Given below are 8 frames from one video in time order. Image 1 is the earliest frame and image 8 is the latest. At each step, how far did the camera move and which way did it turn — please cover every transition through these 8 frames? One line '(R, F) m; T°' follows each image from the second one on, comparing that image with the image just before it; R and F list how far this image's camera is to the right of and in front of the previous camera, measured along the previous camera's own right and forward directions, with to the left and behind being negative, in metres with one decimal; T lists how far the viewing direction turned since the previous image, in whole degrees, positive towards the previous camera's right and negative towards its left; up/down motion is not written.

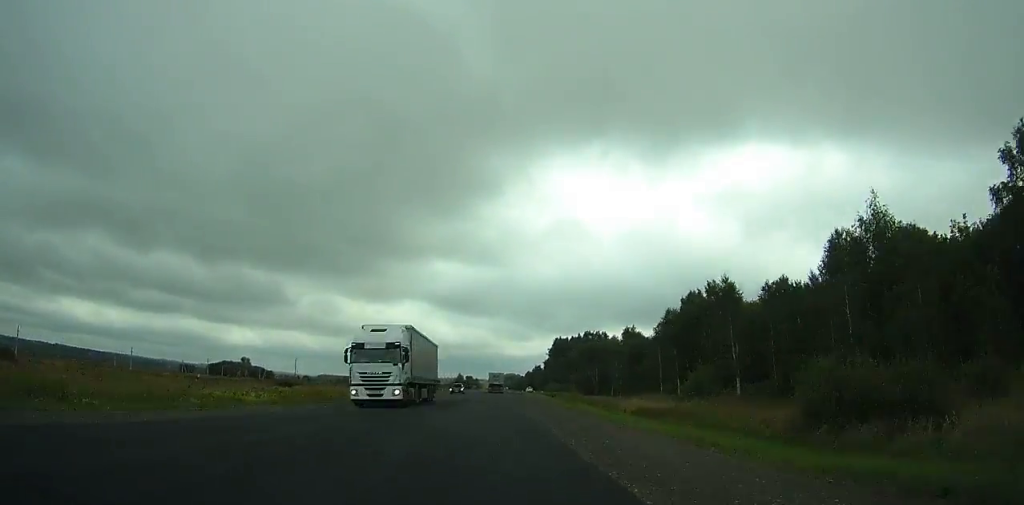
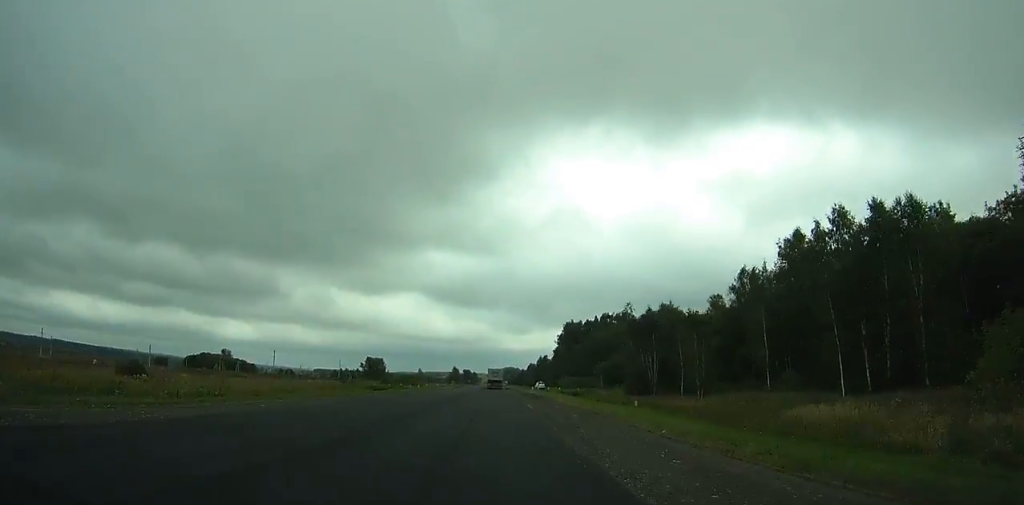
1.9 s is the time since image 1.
(0.0, +44.7) m; 0°
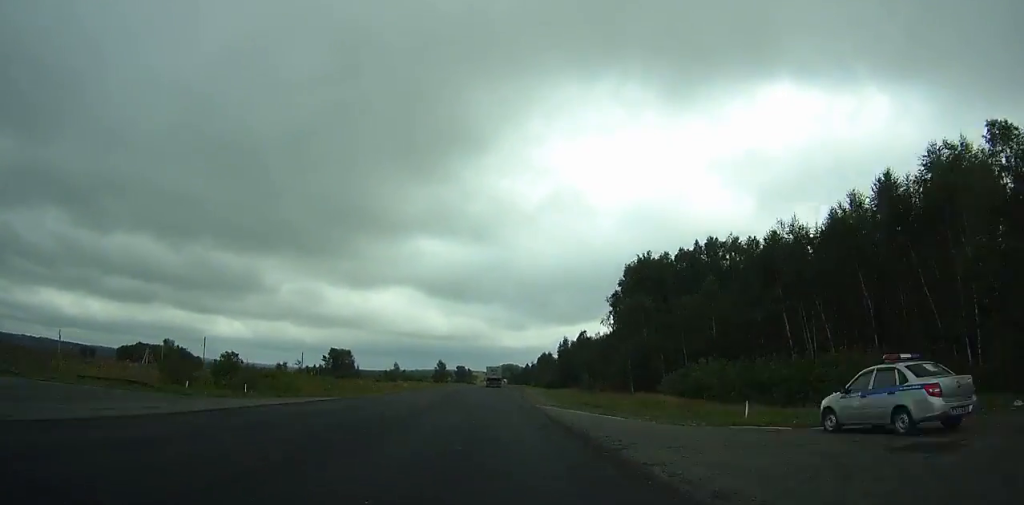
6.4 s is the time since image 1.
(-0.1, +105.1) m; 0°
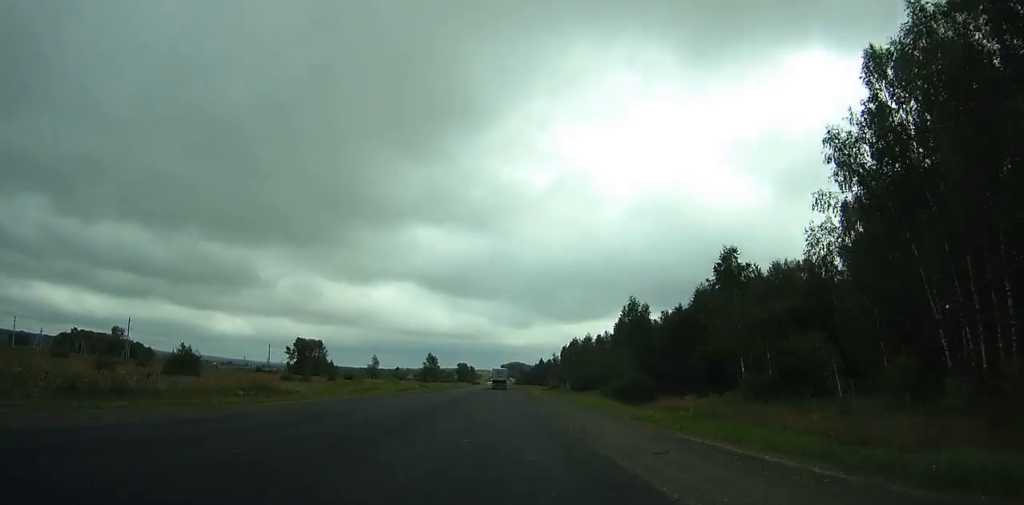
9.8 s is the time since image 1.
(0.0, +79.7) m; 0°
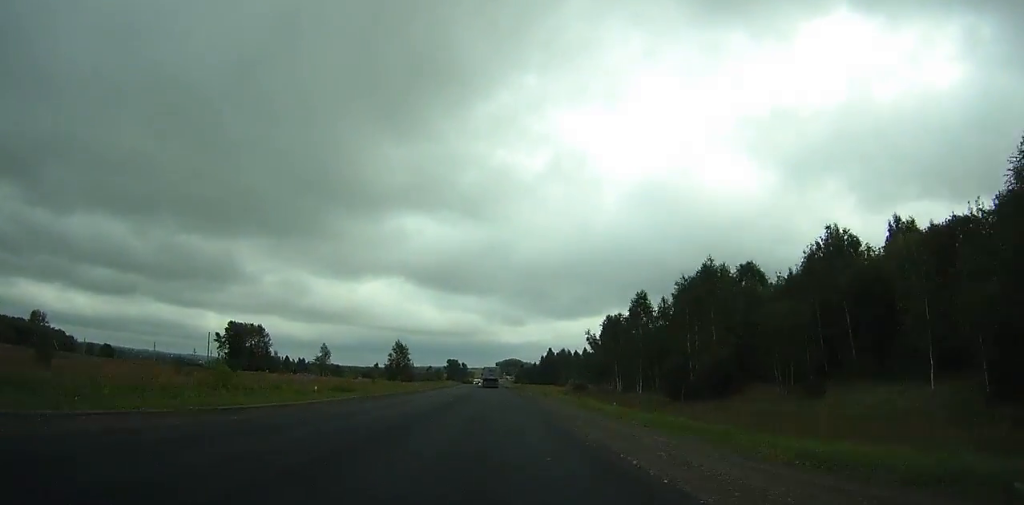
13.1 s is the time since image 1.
(+0.1, +77.6) m; 0°
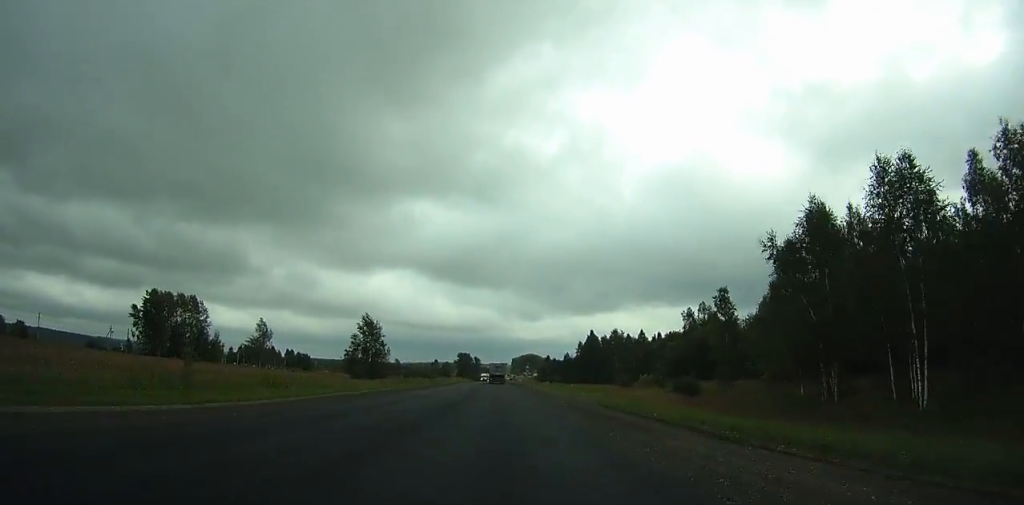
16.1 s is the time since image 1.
(-0.1, +70.2) m; -1°
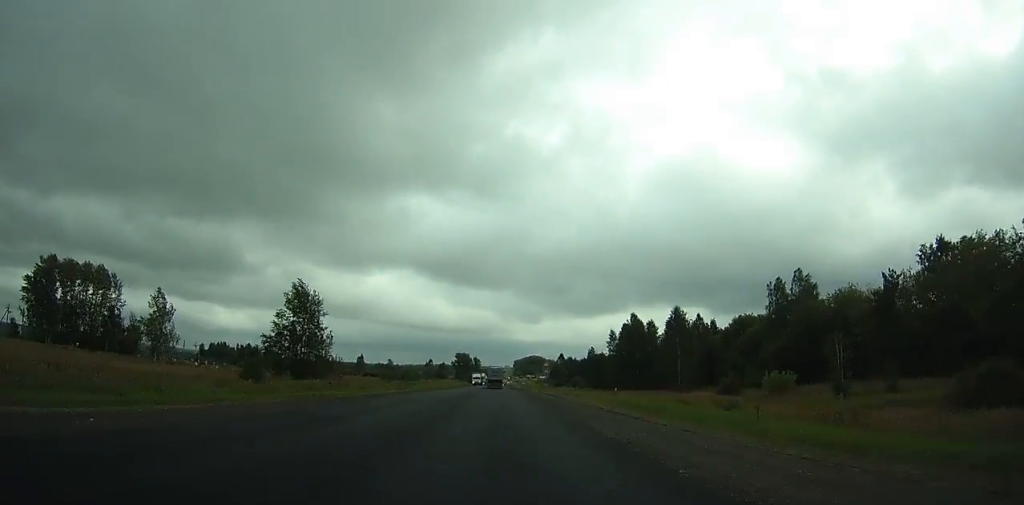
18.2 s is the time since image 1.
(-0.4, +48.4) m; 0°
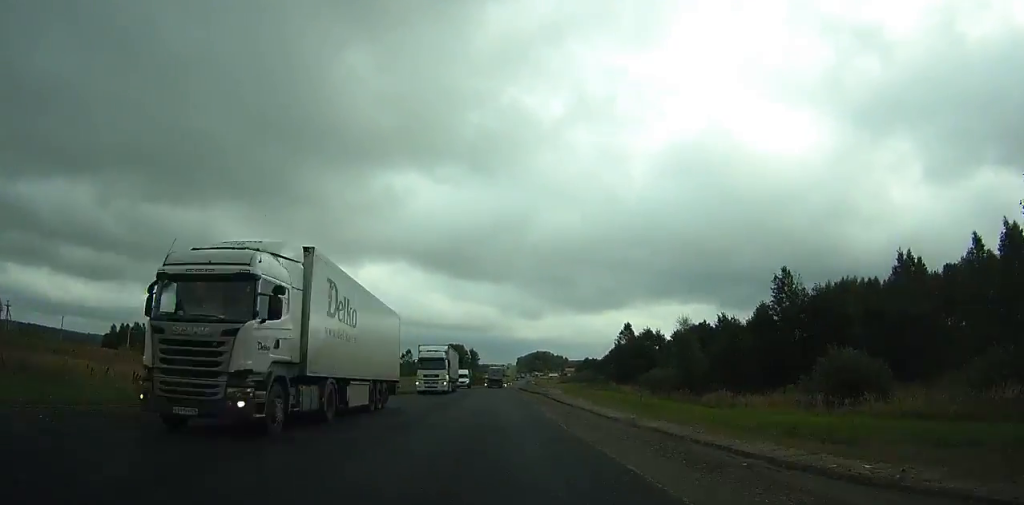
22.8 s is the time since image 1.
(-0.3, +104.6) m; 0°
